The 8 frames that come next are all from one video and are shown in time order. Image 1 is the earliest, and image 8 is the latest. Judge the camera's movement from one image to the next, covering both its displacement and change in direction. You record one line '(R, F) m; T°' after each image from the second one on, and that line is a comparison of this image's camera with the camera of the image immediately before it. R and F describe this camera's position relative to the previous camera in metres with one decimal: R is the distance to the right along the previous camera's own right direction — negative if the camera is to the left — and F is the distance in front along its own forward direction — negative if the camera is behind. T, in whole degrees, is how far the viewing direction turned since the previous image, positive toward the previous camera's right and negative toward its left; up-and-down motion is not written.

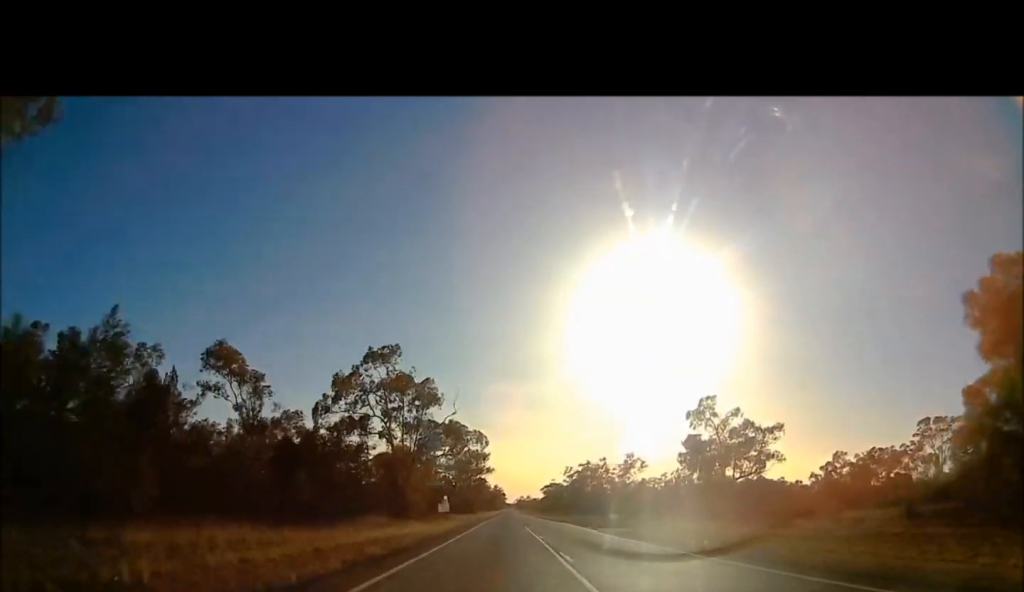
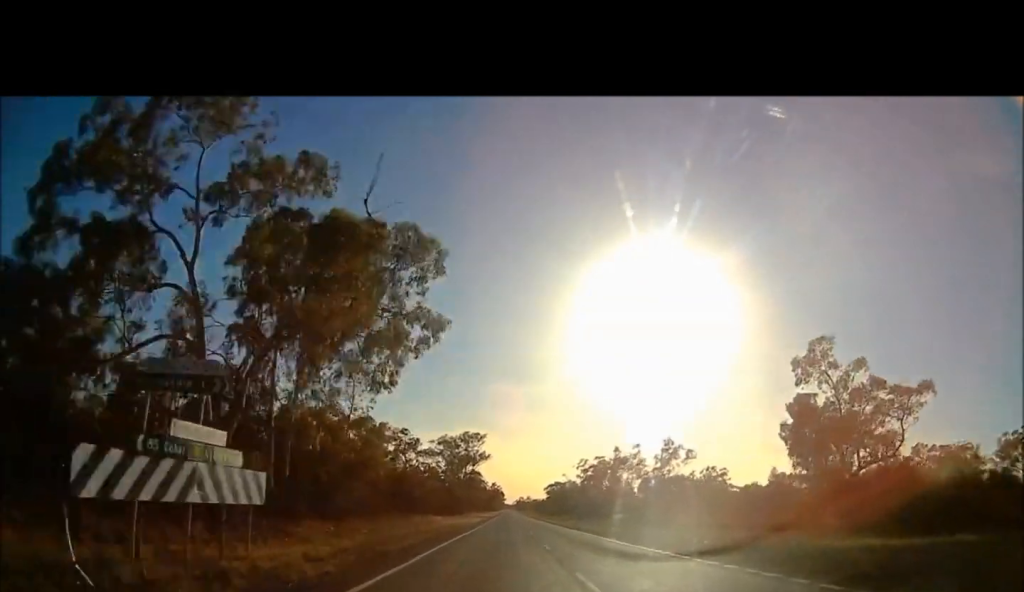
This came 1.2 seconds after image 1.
(0.0, +34.9) m; 0°
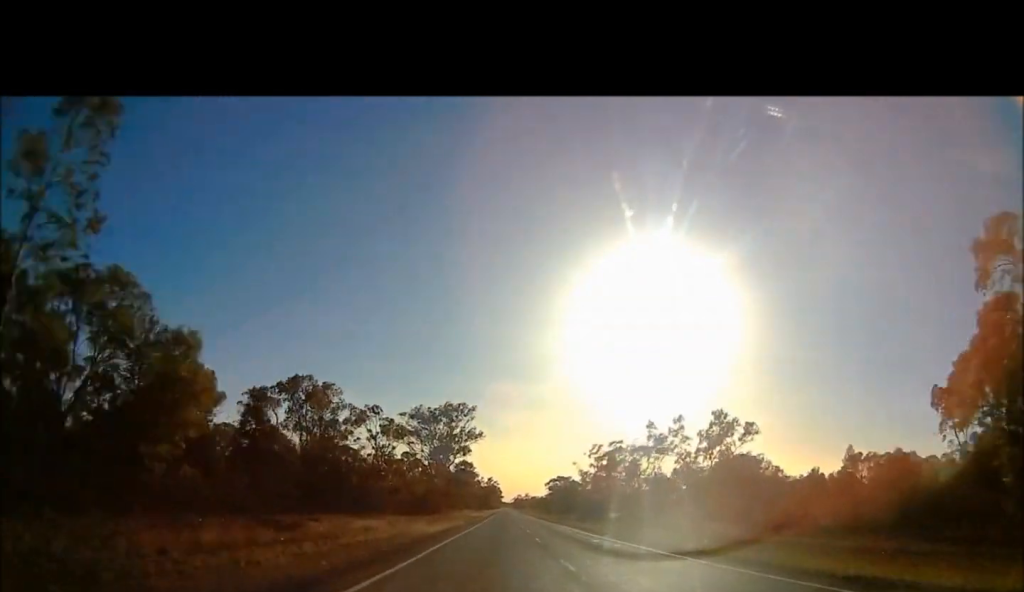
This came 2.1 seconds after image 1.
(0.0, +28.3) m; 0°
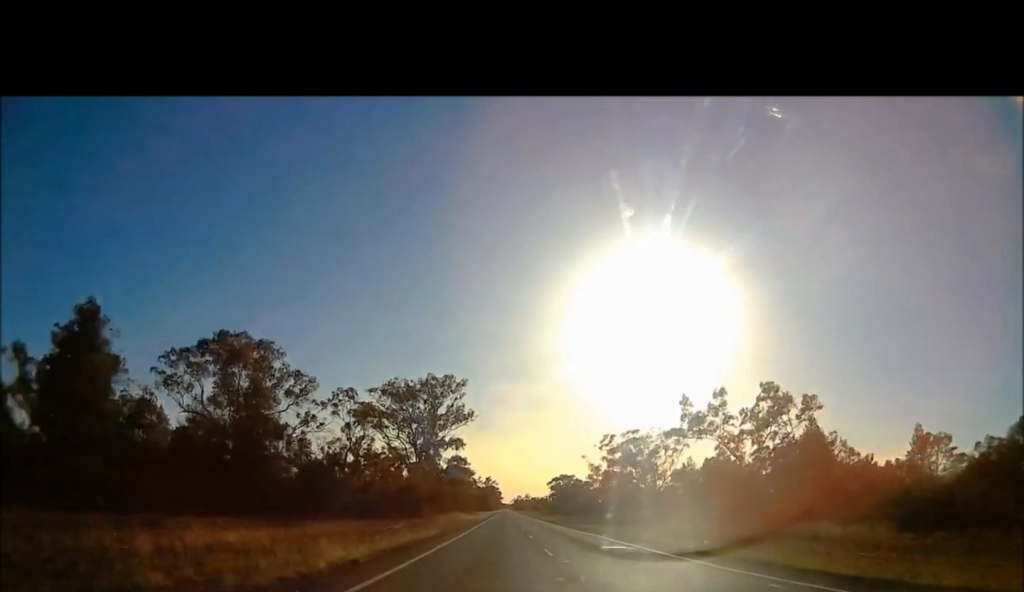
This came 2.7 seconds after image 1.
(0.0, +17.7) m; 0°
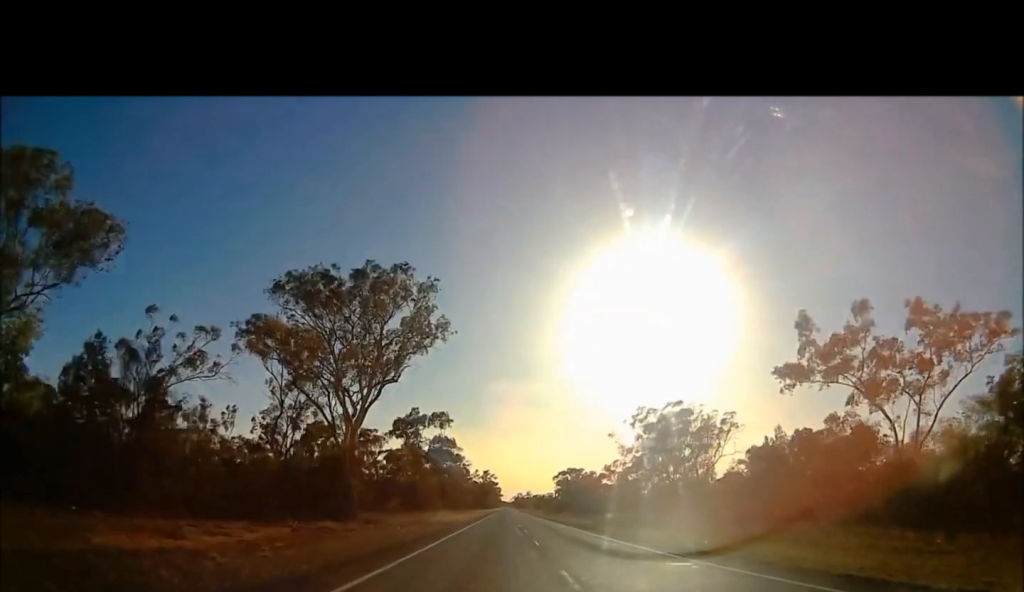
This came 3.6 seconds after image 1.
(0.0, +29.8) m; 0°
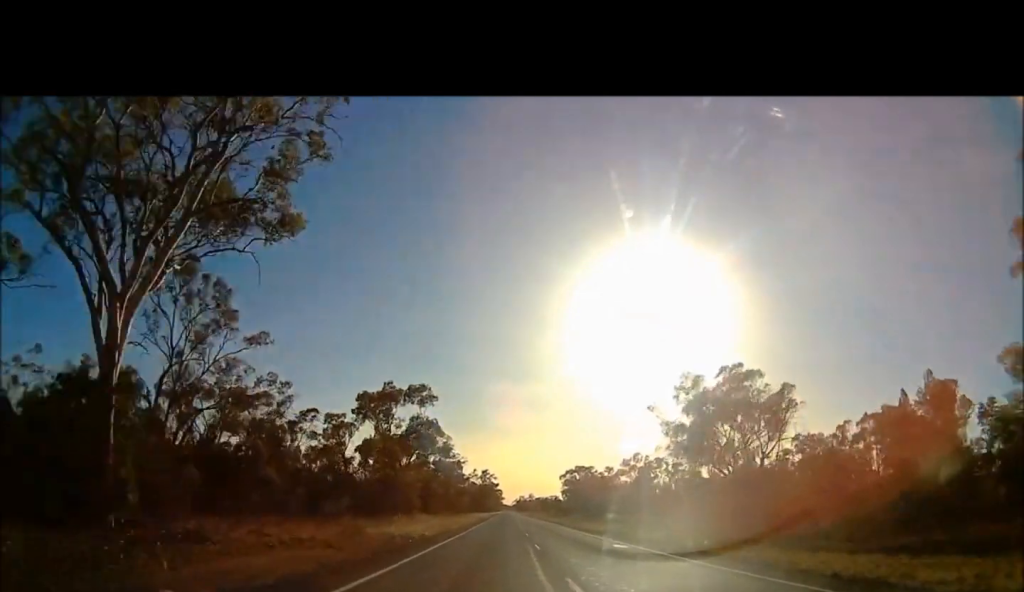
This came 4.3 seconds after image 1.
(0.0, +26.0) m; 0°
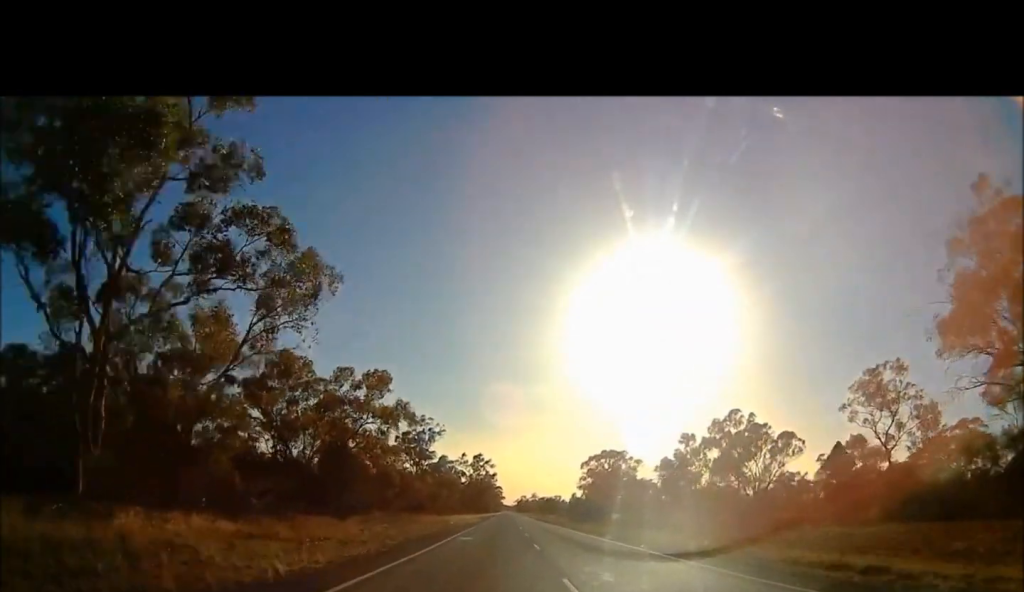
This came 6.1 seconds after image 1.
(-0.3, +70.3) m; -1°
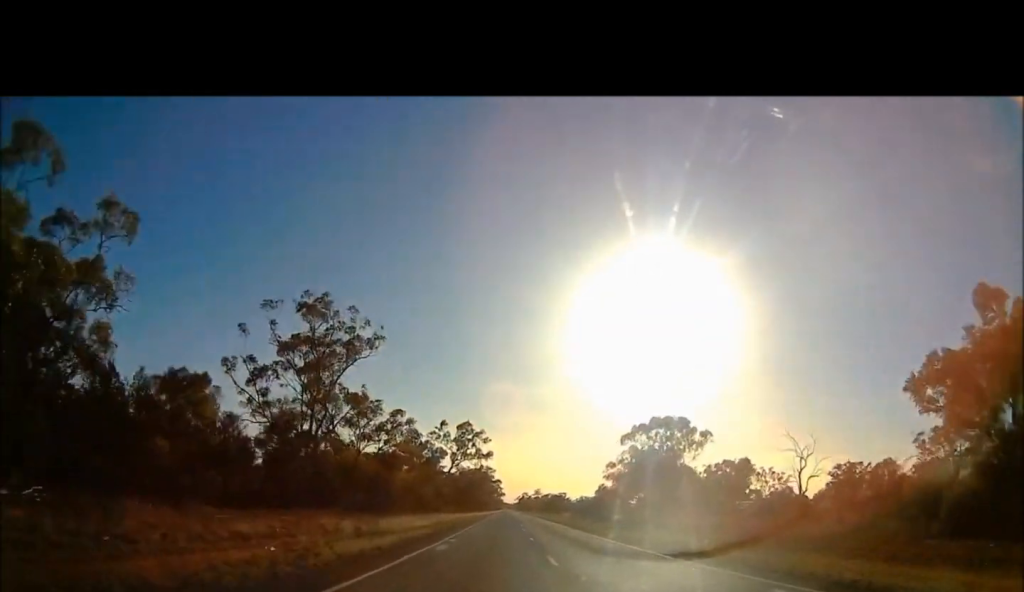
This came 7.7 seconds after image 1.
(-0.2, +67.6) m; 0°
